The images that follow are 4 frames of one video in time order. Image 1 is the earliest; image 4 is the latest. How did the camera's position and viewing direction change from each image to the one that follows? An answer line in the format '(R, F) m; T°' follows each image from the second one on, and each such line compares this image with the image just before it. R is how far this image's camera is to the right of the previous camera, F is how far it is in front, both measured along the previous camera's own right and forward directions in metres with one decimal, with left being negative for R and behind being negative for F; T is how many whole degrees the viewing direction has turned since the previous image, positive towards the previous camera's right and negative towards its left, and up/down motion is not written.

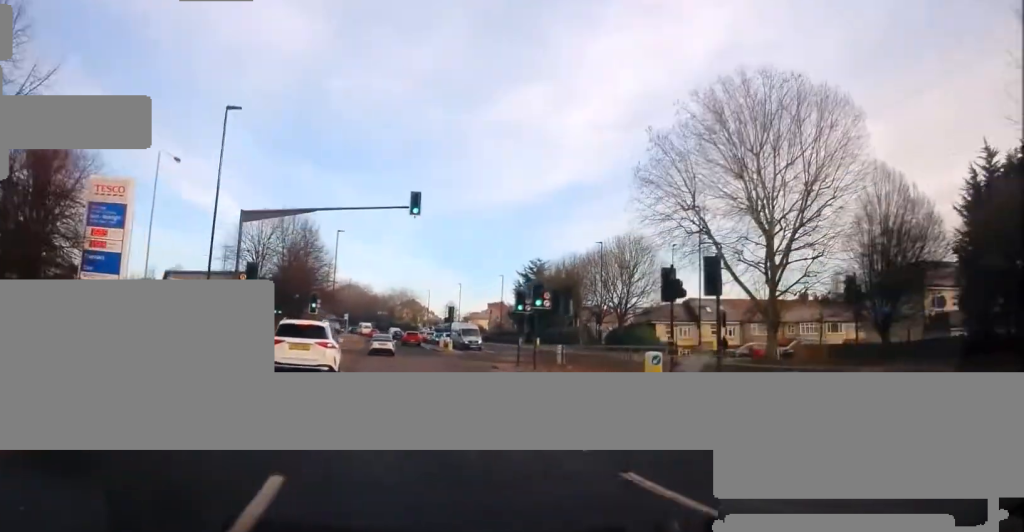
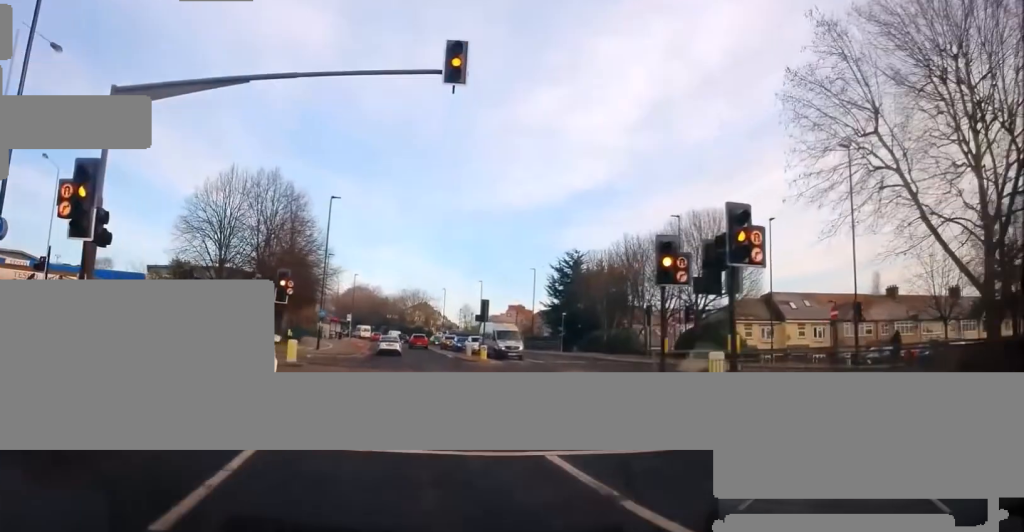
(0.0, +17.0) m; 0°
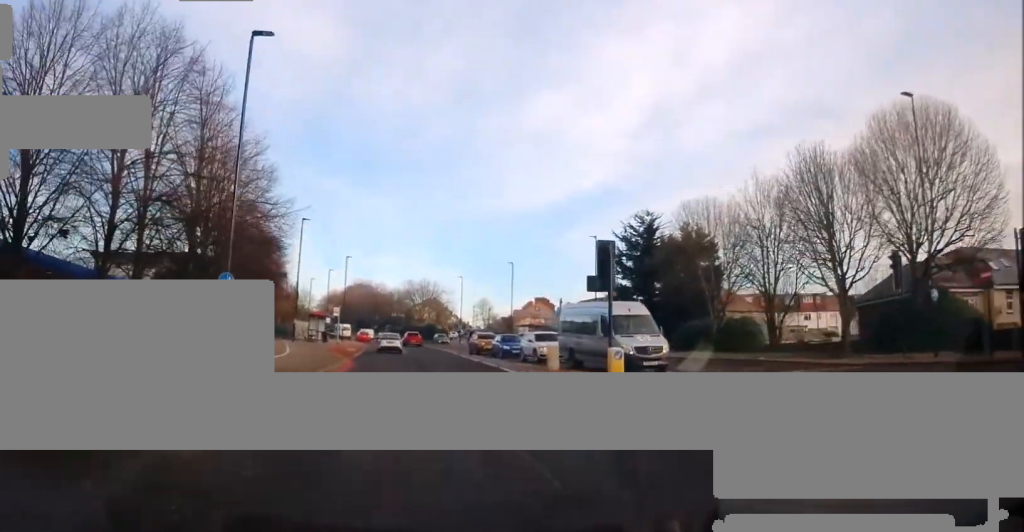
(0.0, +26.2) m; 0°
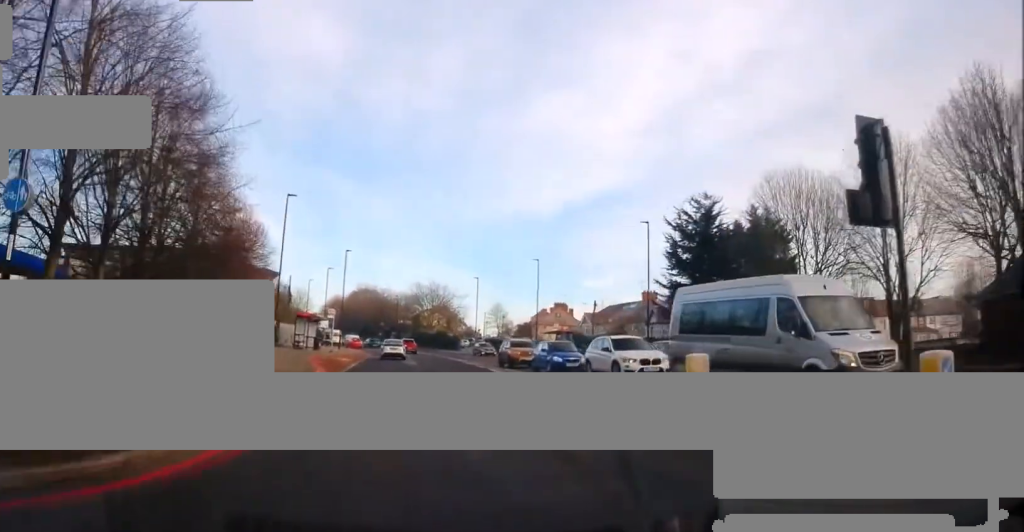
(0.0, +12.0) m; -1°
